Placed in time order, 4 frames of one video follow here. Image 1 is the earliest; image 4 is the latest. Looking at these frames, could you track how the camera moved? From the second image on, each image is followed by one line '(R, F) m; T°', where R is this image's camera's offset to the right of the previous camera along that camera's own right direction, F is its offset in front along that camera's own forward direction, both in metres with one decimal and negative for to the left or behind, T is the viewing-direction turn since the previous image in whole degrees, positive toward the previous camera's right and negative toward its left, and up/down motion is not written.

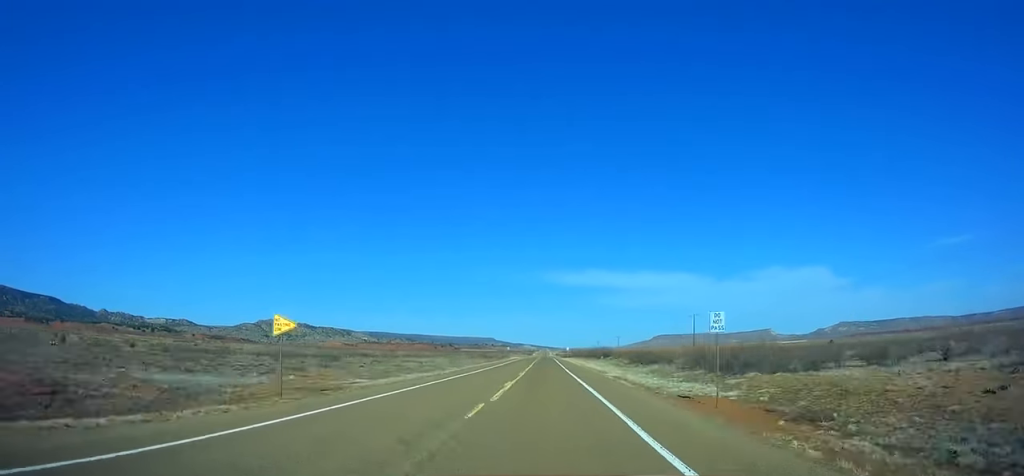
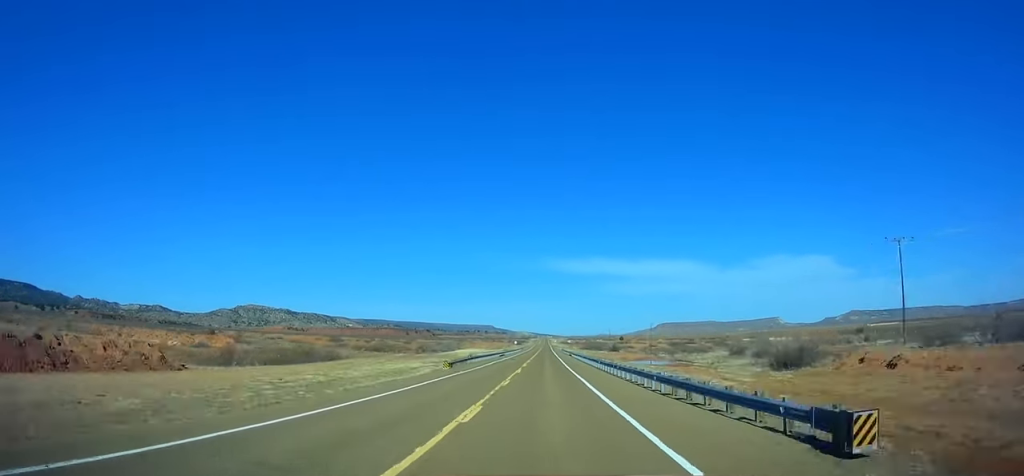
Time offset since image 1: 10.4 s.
(-2.7, +284.8) m; -1°
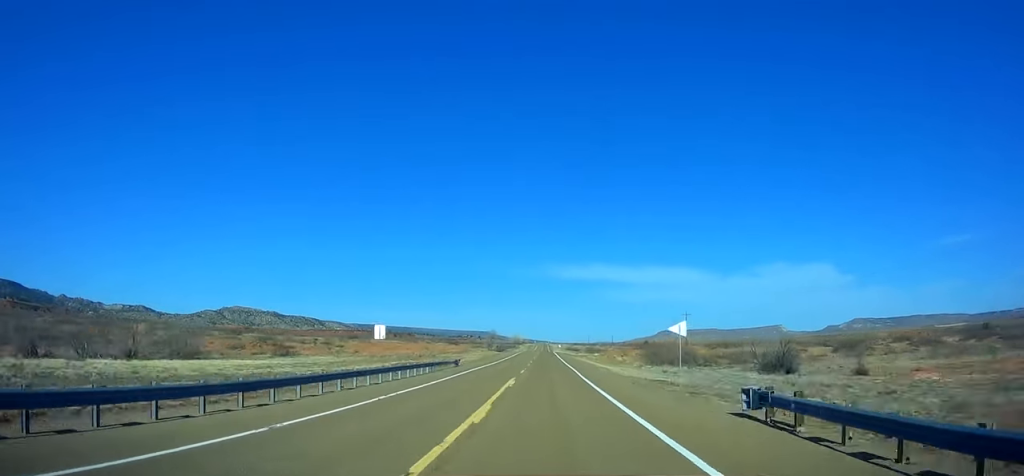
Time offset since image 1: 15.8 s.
(+0.1, +147.9) m; 0°
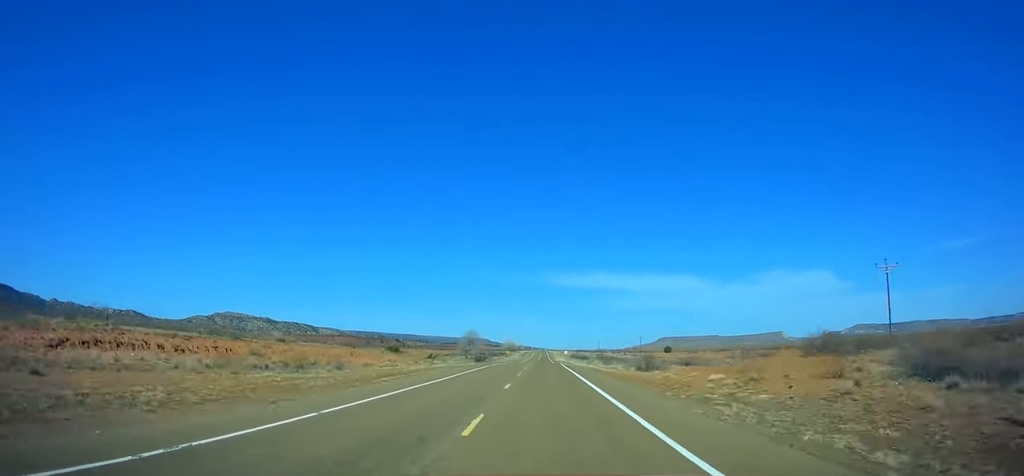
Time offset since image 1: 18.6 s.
(0.0, +76.5) m; 0°
